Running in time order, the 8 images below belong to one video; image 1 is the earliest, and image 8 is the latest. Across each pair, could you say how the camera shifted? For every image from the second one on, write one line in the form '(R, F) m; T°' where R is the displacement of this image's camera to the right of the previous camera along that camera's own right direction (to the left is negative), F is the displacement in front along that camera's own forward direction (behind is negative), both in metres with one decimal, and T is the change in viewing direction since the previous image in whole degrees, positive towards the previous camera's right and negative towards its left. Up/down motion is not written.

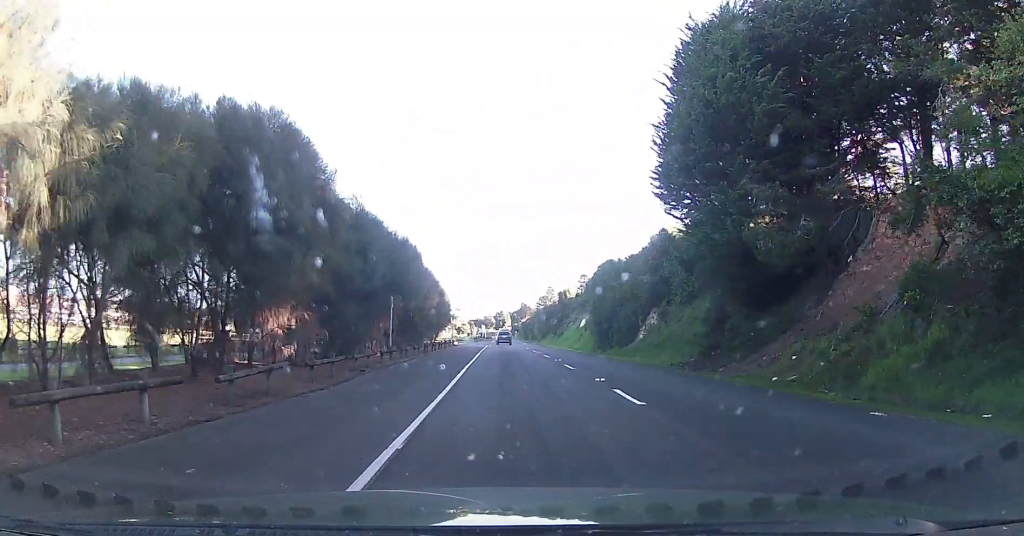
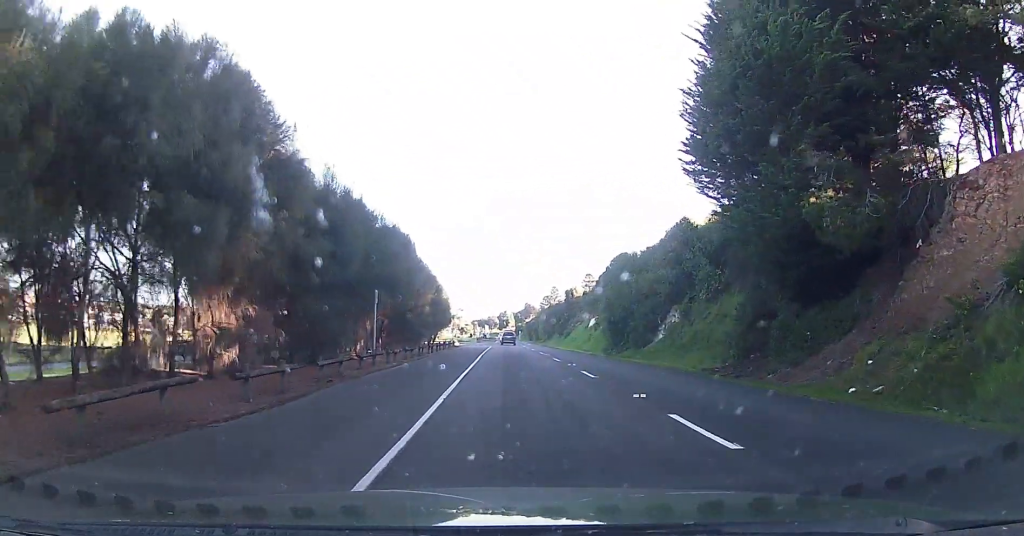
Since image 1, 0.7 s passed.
(-0.1, +4.7) m; +1°
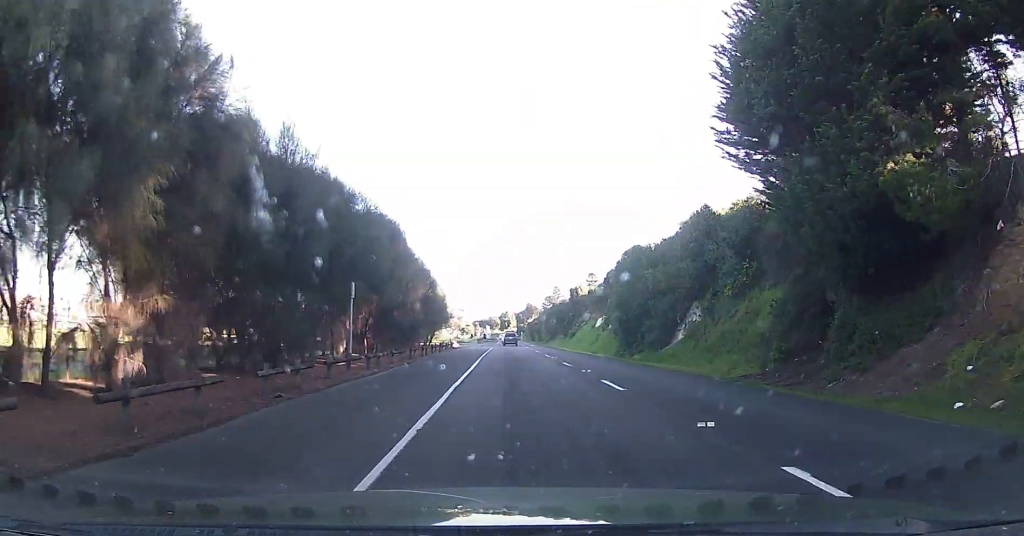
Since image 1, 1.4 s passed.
(+0.1, +4.2) m; +3°
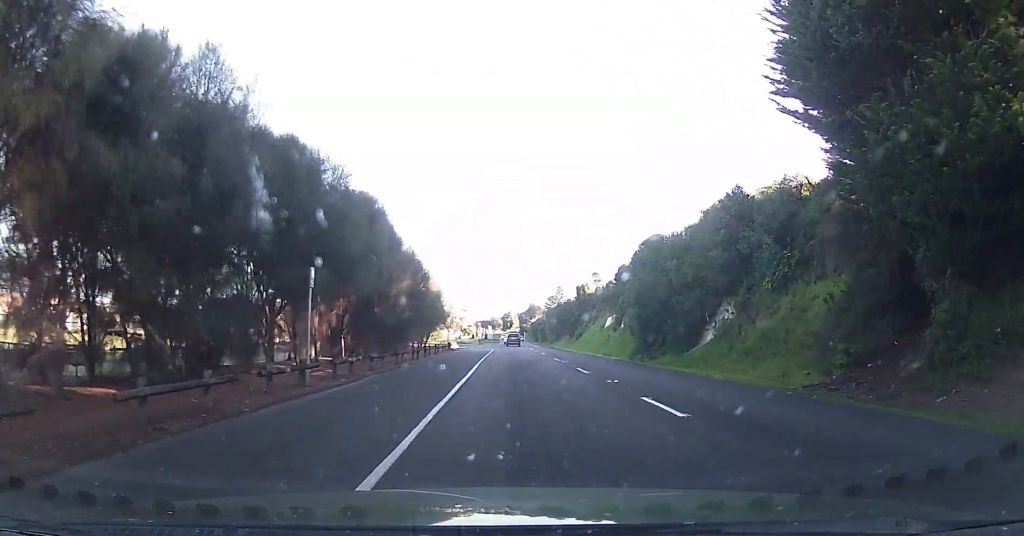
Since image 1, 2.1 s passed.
(+0.1, +4.8) m; +3°
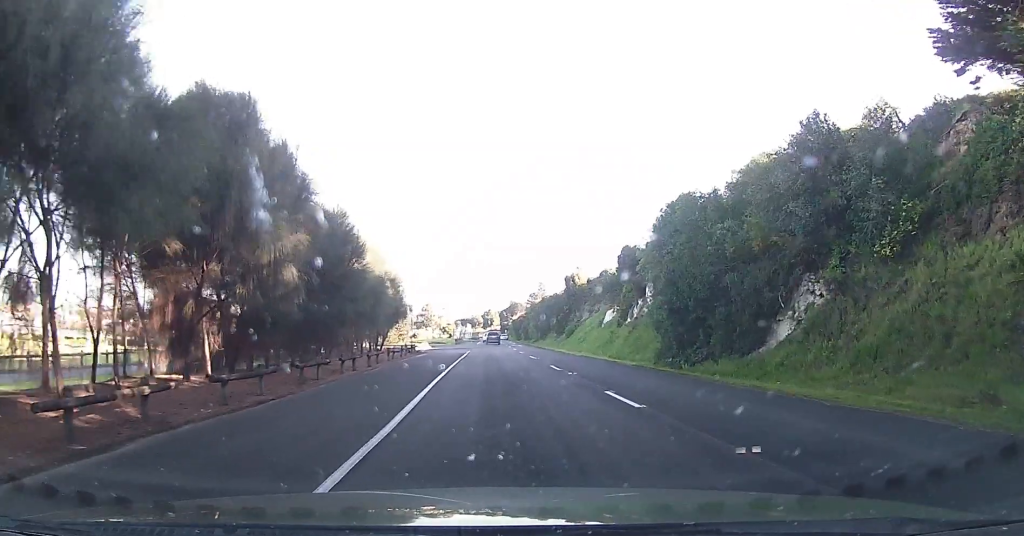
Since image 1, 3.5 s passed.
(-0.2, +10.6) m; +2°
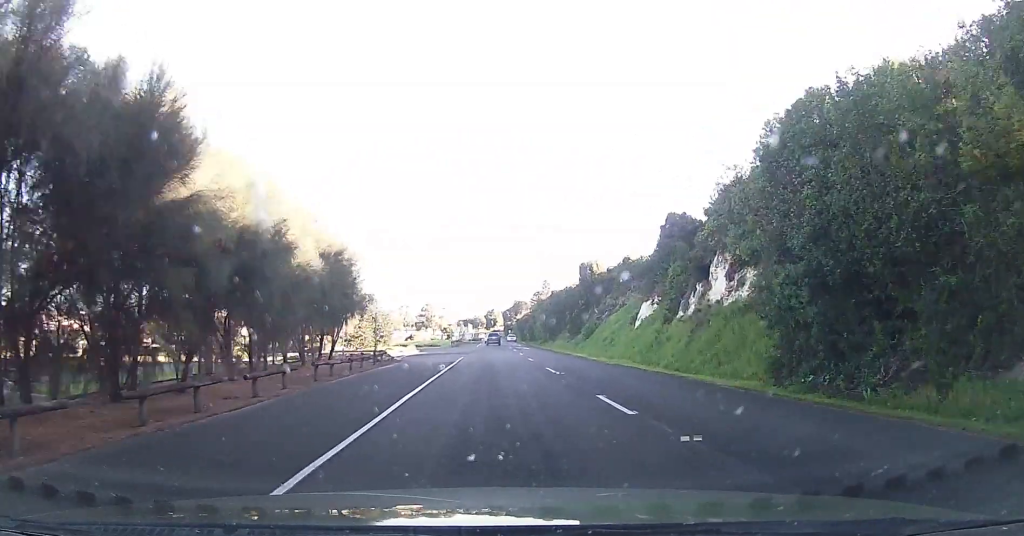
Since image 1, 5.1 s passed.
(+1.1, +12.1) m; +2°
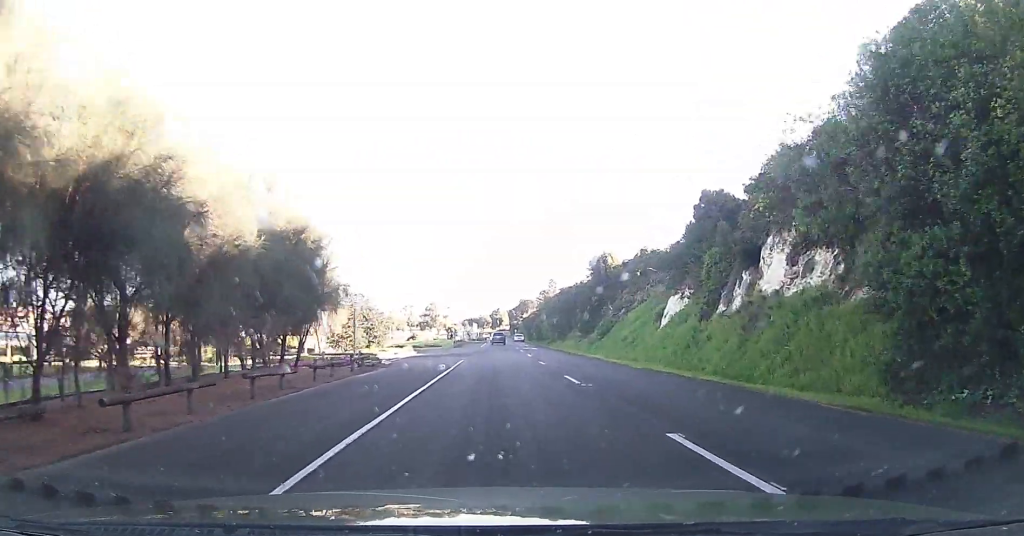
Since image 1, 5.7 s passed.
(-0.7, +5.4) m; -3°
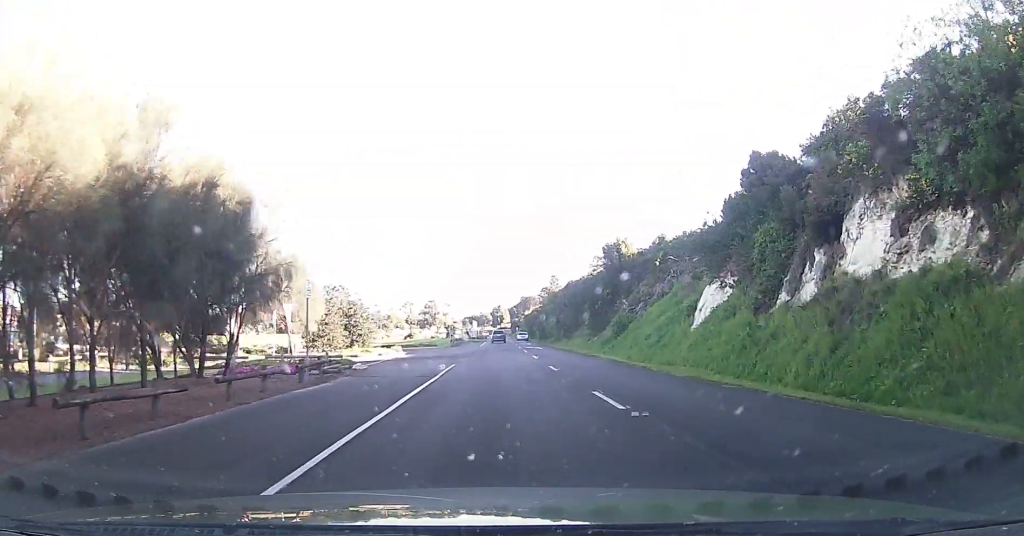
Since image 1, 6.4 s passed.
(+0.1, +6.2) m; -2°
